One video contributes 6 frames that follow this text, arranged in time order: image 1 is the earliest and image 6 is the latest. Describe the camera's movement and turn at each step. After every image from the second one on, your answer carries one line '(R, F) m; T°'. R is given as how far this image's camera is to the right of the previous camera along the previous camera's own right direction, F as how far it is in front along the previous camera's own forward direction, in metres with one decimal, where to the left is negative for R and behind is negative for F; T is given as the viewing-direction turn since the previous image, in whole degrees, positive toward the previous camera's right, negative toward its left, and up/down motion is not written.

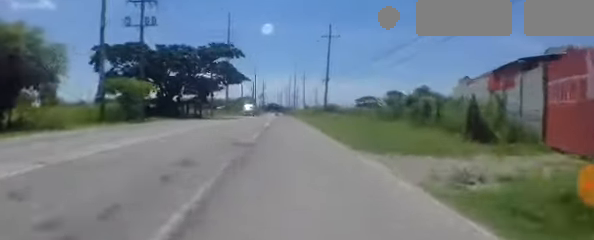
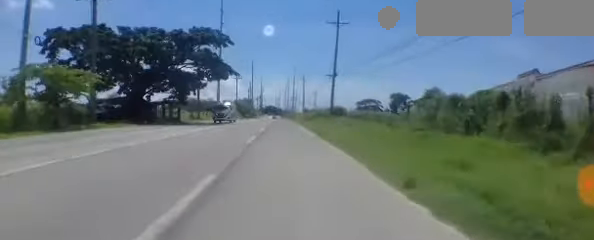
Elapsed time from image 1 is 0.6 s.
(0.0, +8.0) m; 0°
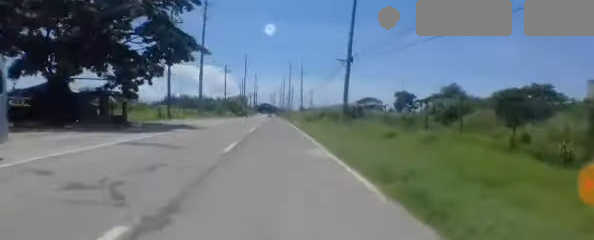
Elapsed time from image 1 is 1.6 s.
(0.0, +12.6) m; 0°
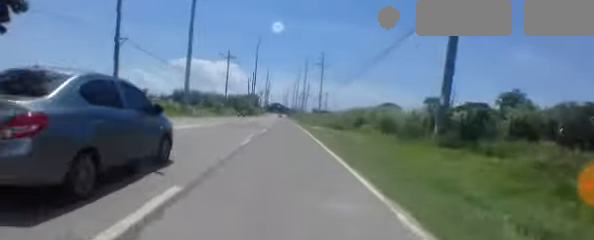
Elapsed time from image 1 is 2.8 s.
(+0.1, +16.4) m; -1°
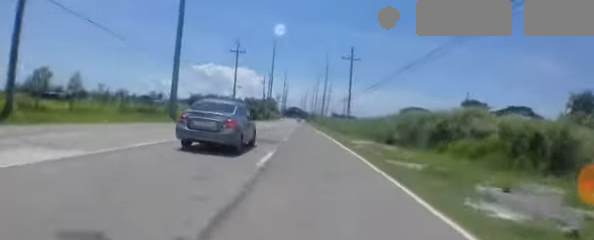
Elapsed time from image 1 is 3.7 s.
(-0.4, +12.7) m; -1°
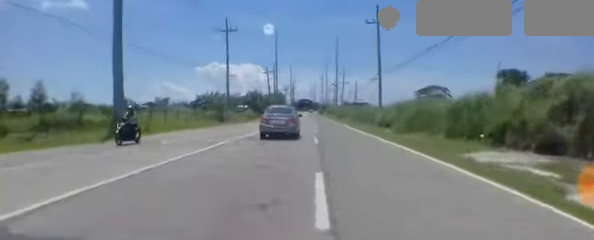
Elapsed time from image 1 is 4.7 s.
(+0.2, +13.8) m; 0°
